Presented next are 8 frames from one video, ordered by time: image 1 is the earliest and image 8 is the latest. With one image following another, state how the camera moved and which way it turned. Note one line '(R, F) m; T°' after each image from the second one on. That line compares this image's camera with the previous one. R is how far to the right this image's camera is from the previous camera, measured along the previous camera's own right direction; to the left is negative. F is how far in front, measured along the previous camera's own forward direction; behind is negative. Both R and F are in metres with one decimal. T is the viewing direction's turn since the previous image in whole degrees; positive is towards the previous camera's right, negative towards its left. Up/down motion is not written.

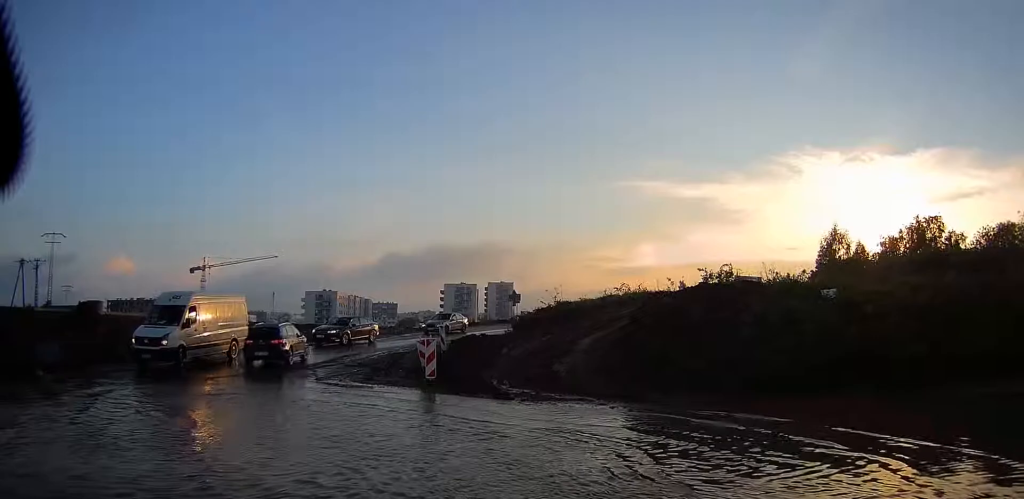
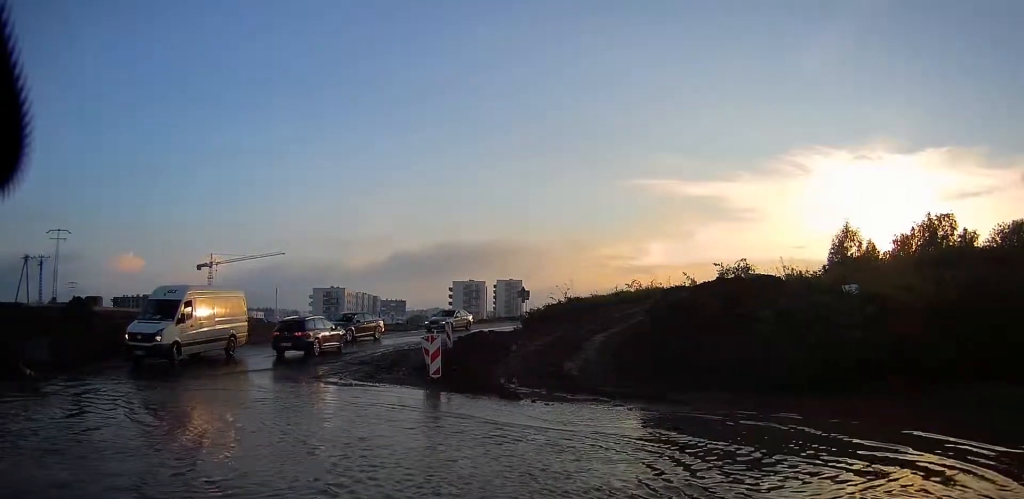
(-0.1, +1.1) m; -5°
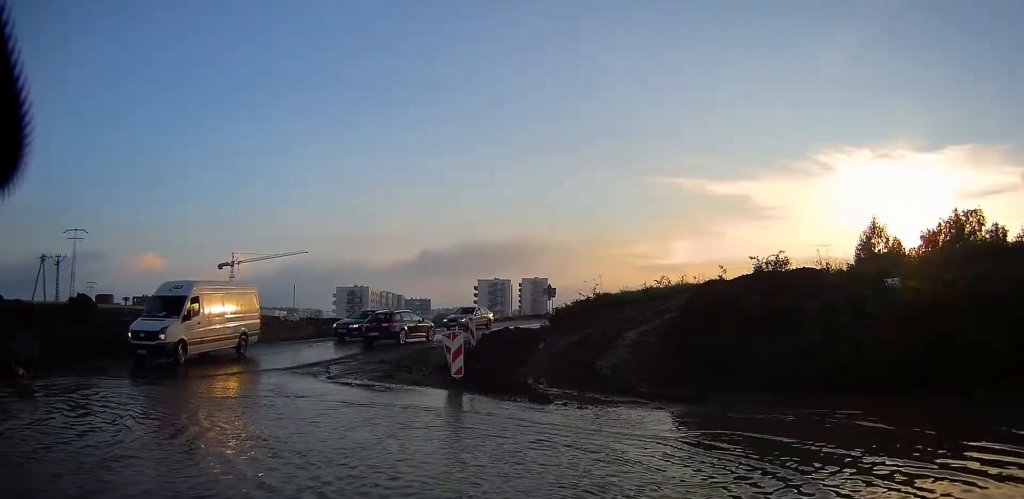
(-0.1, +1.4) m; 0°
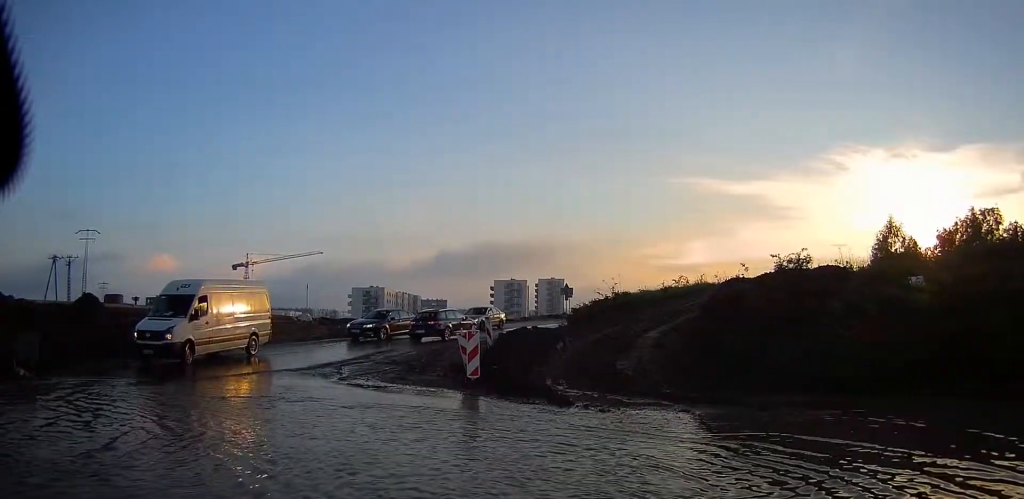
(-0.1, +0.6) m; 0°
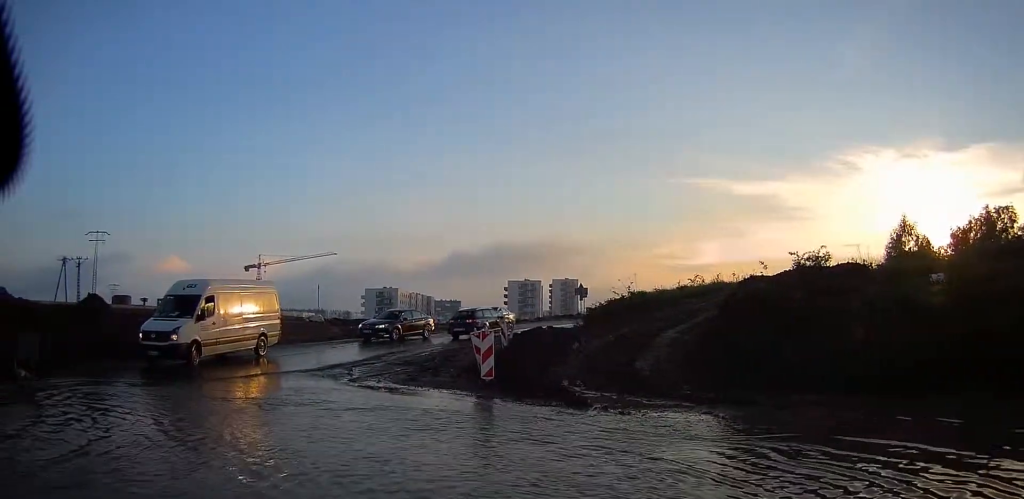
(-0.1, +0.5) m; 0°
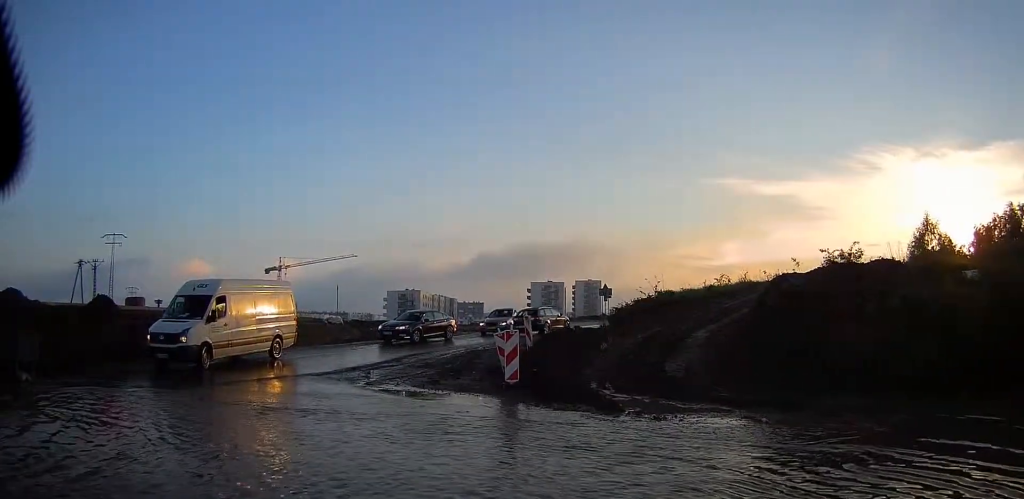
(-0.1, +0.9) m; 0°
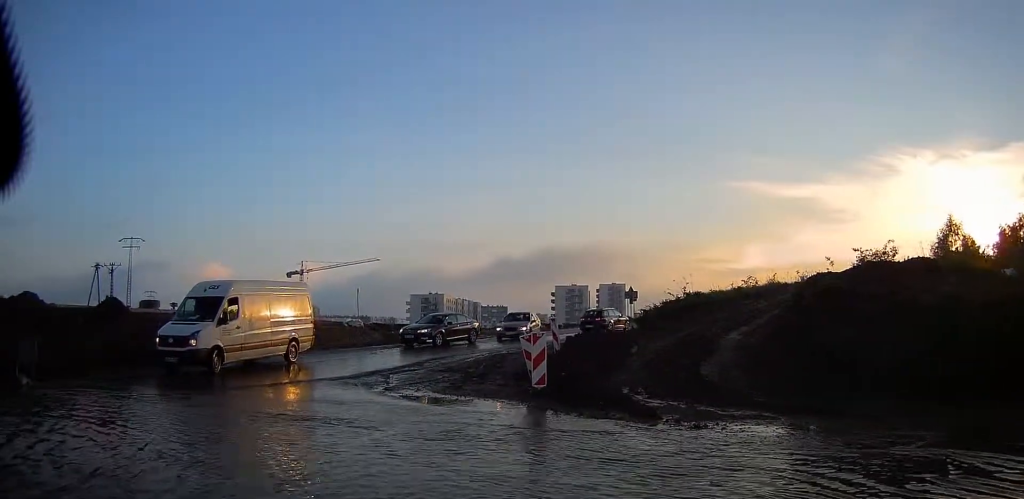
(+0.3, +0.9) m; +1°
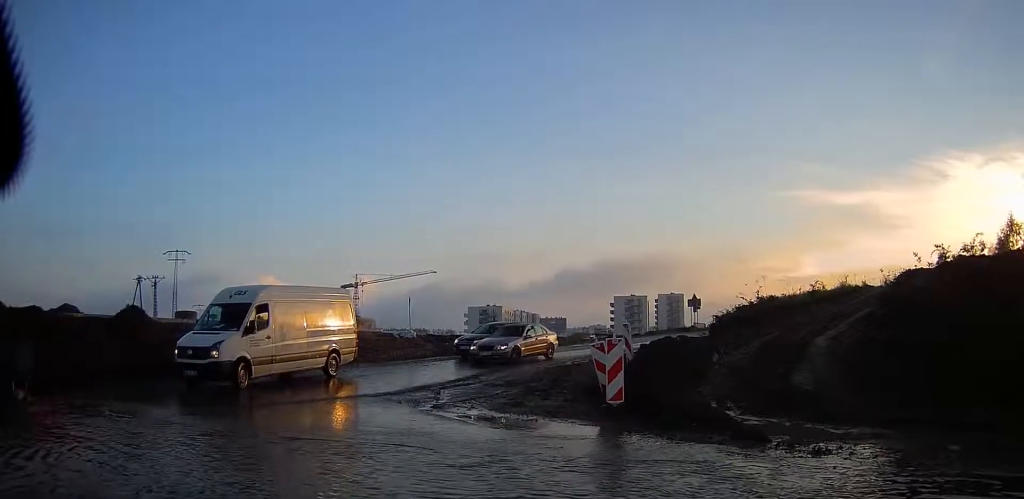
(-0.4, +2.3) m; -16°
